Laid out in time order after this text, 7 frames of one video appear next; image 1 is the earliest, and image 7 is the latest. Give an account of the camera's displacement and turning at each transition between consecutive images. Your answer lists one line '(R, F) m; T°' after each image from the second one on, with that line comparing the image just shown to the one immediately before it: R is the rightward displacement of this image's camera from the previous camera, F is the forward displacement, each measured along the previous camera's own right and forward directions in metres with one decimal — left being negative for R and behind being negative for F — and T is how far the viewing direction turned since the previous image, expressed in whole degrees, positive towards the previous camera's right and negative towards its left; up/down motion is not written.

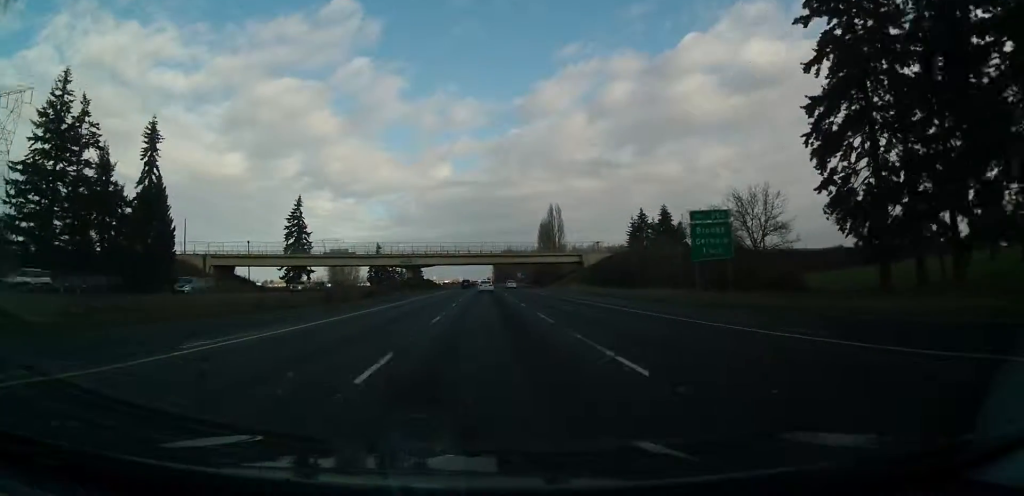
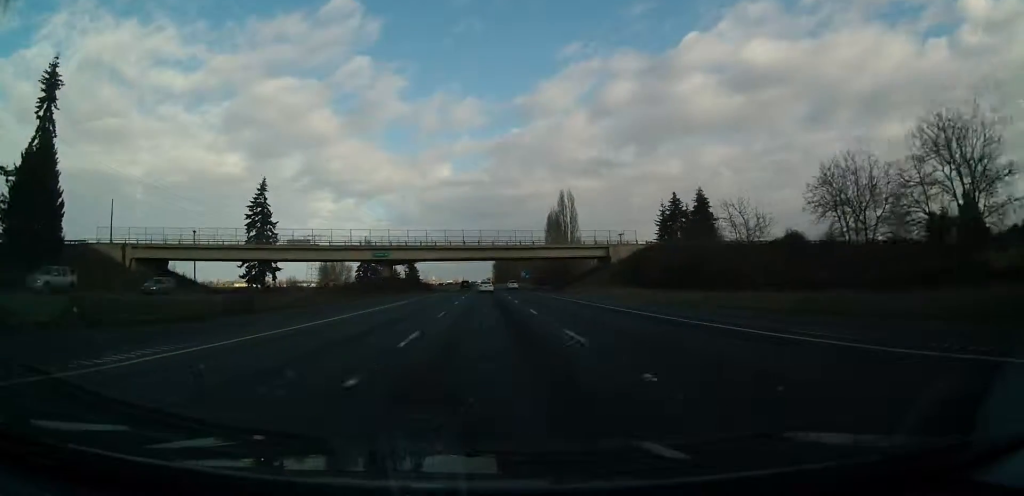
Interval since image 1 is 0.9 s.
(-0.1, +31.5) m; 0°
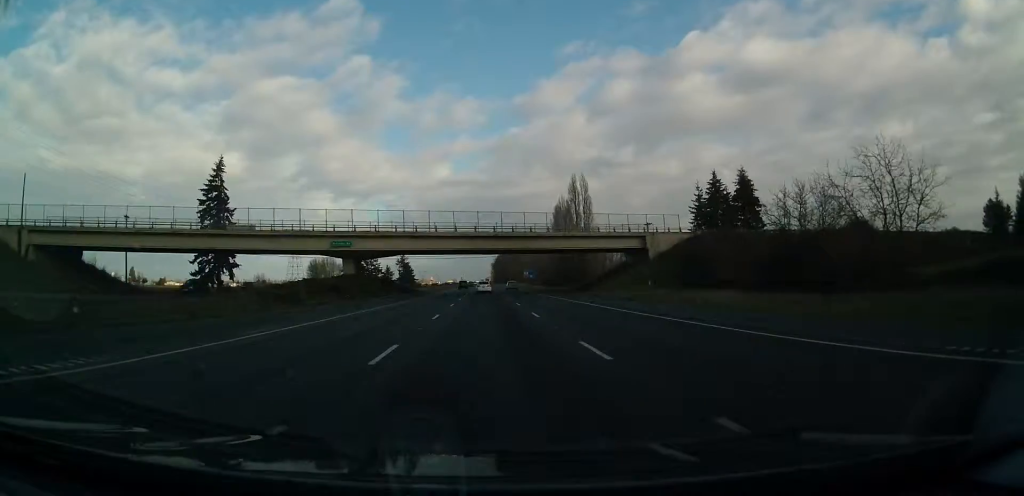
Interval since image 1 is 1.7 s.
(+0.4, +27.0) m; 0°
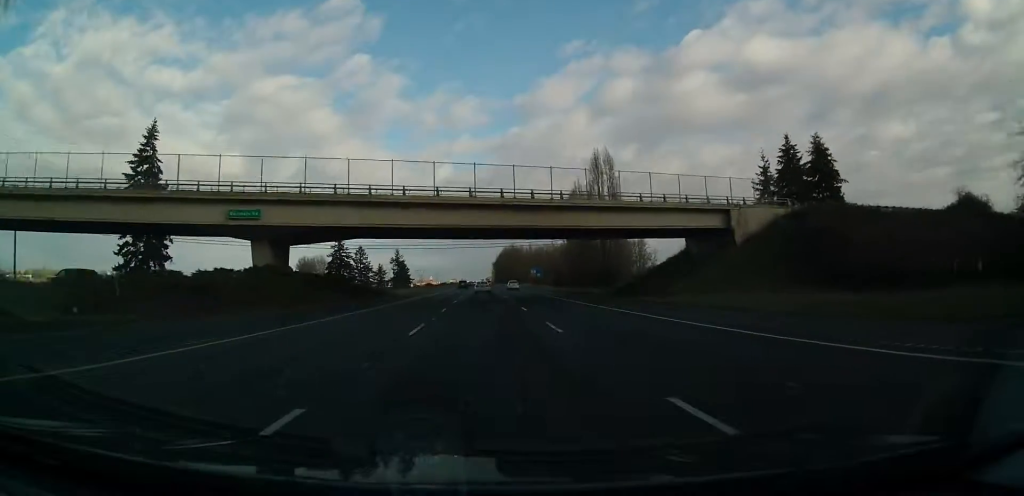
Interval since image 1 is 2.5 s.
(-0.3, +30.8) m; -1°
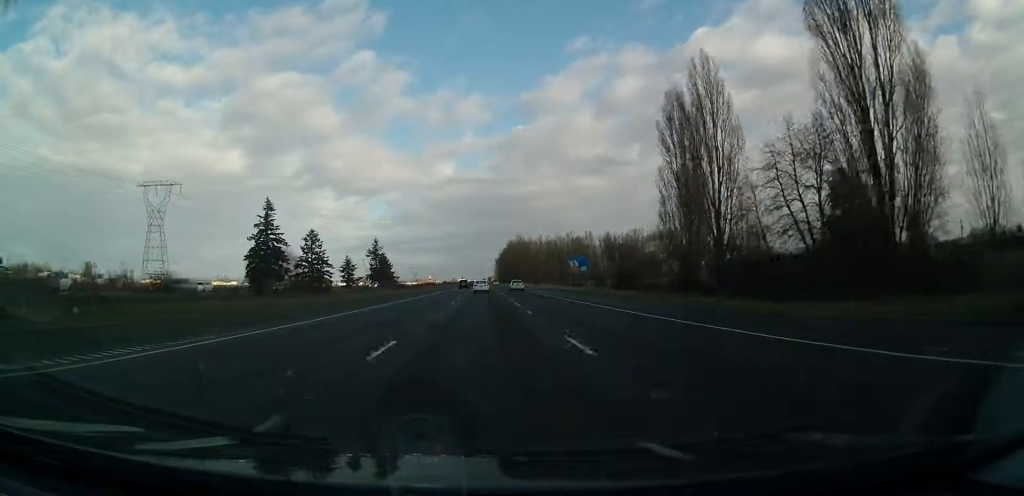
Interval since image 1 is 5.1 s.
(+0.9, +90.1) m; 0°
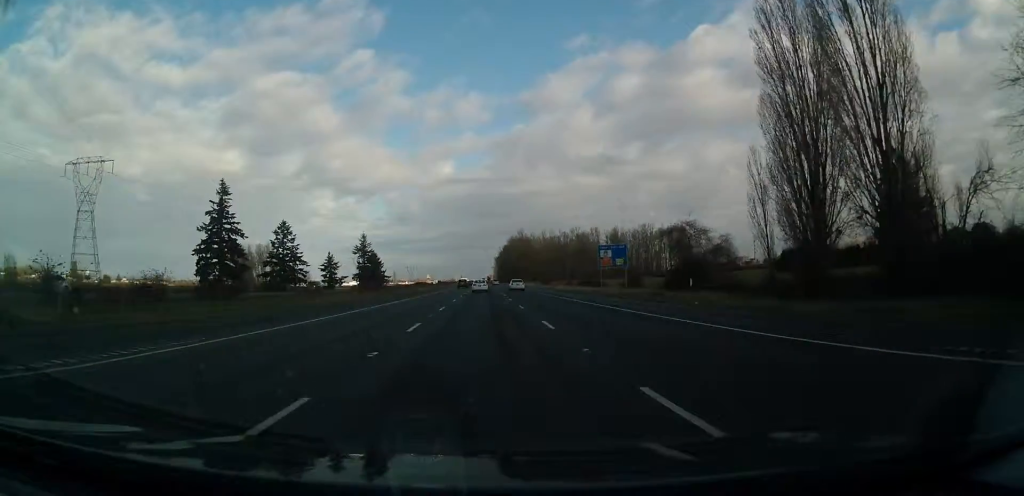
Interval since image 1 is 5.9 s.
(-0.3, +30.8) m; -1°
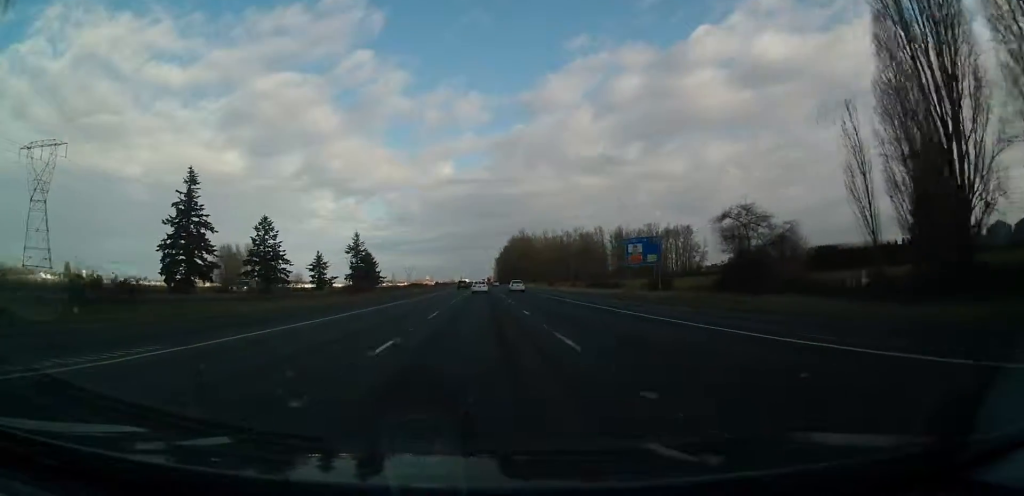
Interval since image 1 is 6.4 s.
(0.0, +16.6) m; 0°
